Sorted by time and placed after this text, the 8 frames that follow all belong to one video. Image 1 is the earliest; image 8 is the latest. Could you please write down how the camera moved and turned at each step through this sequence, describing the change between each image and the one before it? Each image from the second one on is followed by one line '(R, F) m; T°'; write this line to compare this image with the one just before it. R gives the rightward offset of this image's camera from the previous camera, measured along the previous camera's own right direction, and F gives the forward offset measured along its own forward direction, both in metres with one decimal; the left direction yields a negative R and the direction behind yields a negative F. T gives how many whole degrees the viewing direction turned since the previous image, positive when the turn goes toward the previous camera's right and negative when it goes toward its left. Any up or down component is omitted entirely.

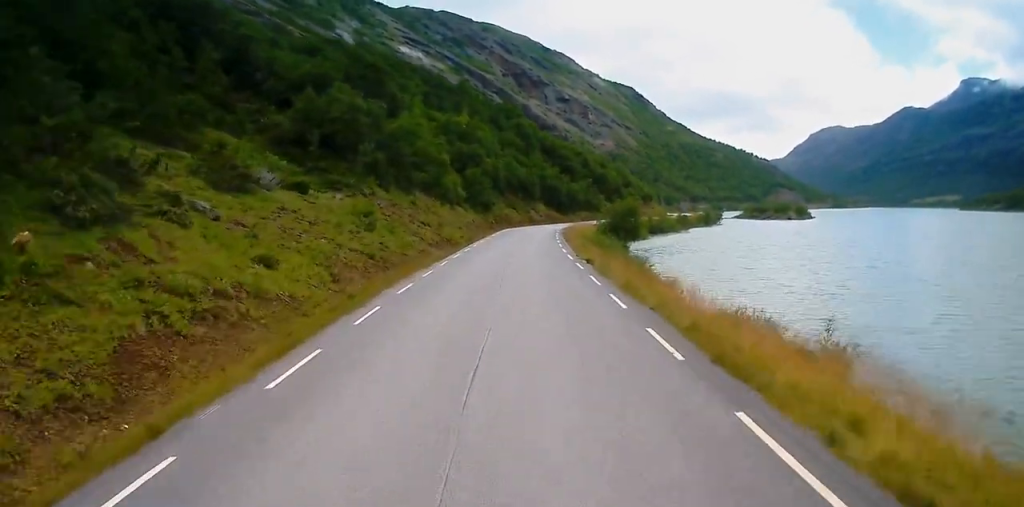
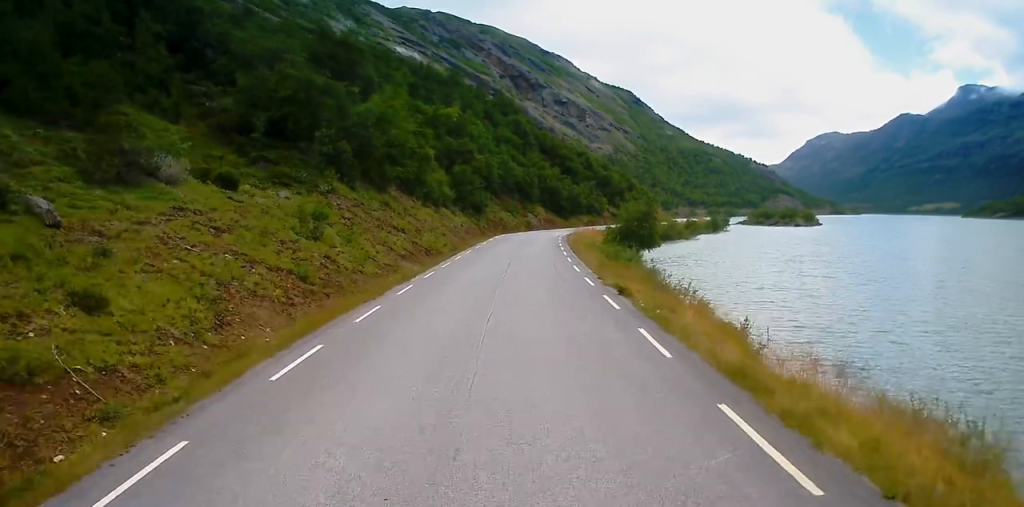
(0.0, +11.5) m; +1°
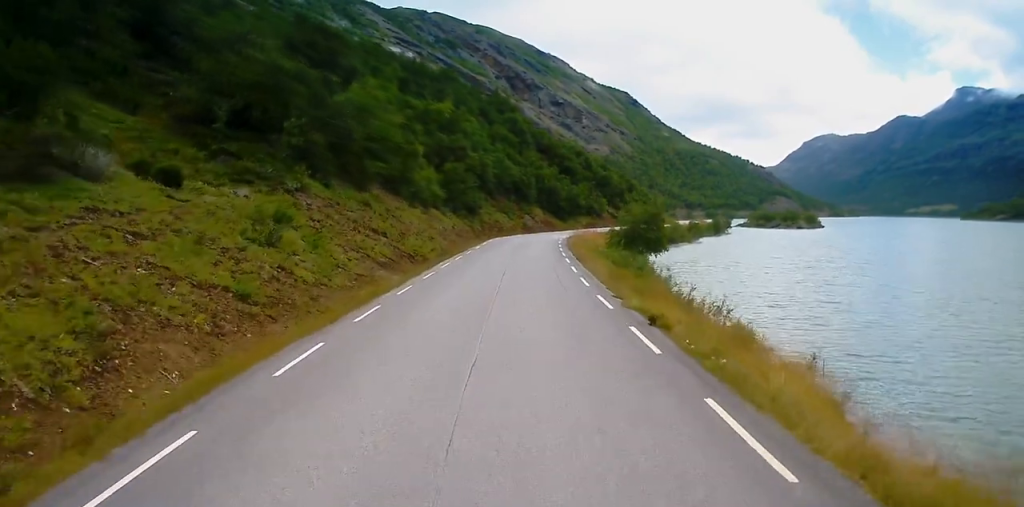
(-0.1, +5.6) m; +1°
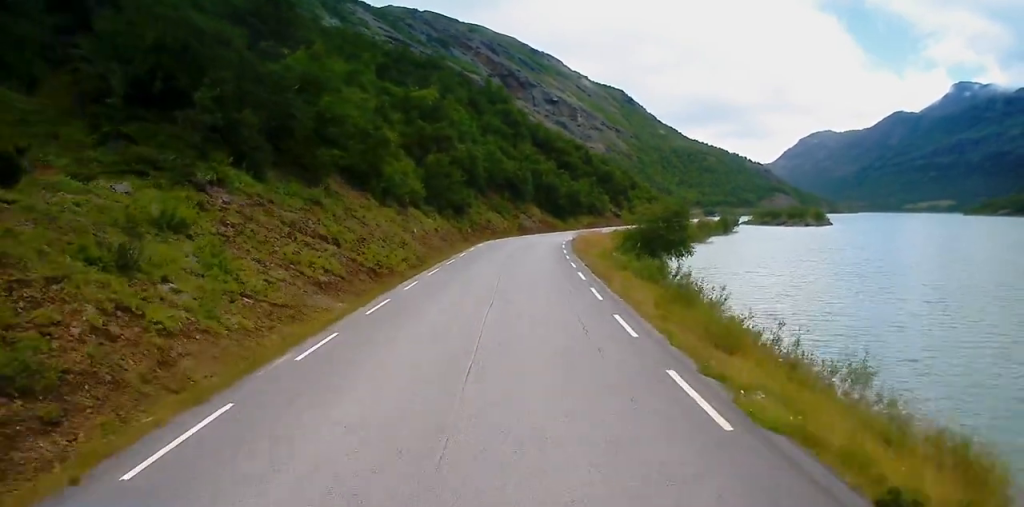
(+0.3, +10.6) m; +1°
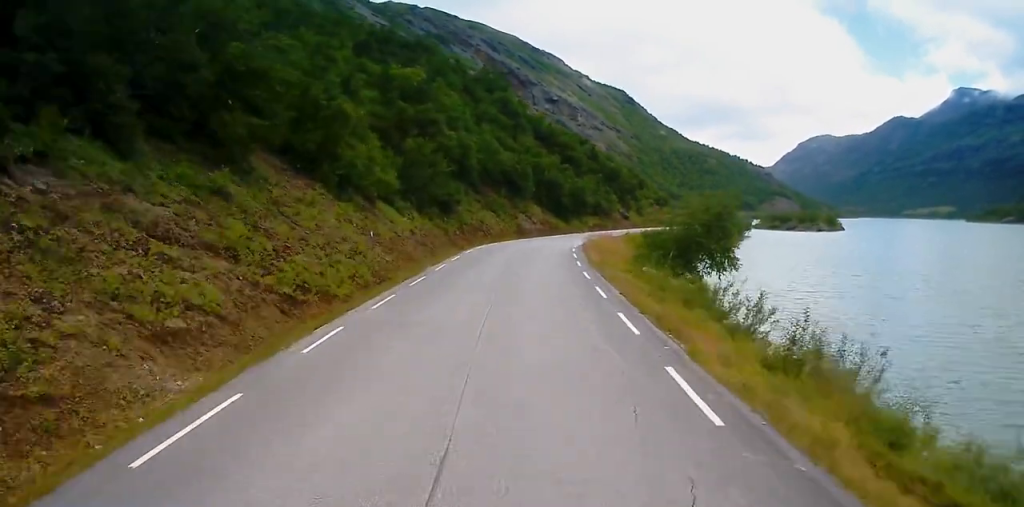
(0.0, +12.0) m; 0°
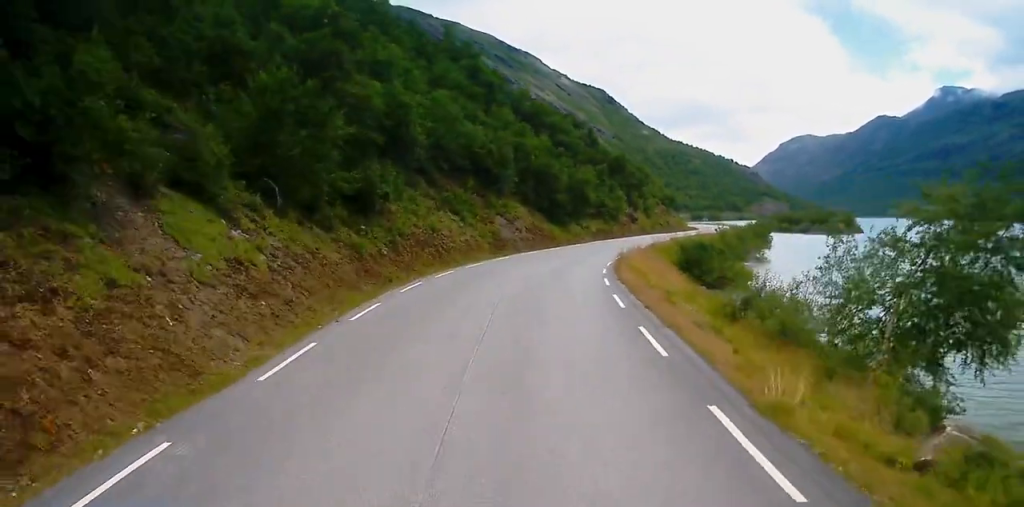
(-0.2, +26.2) m; +1°
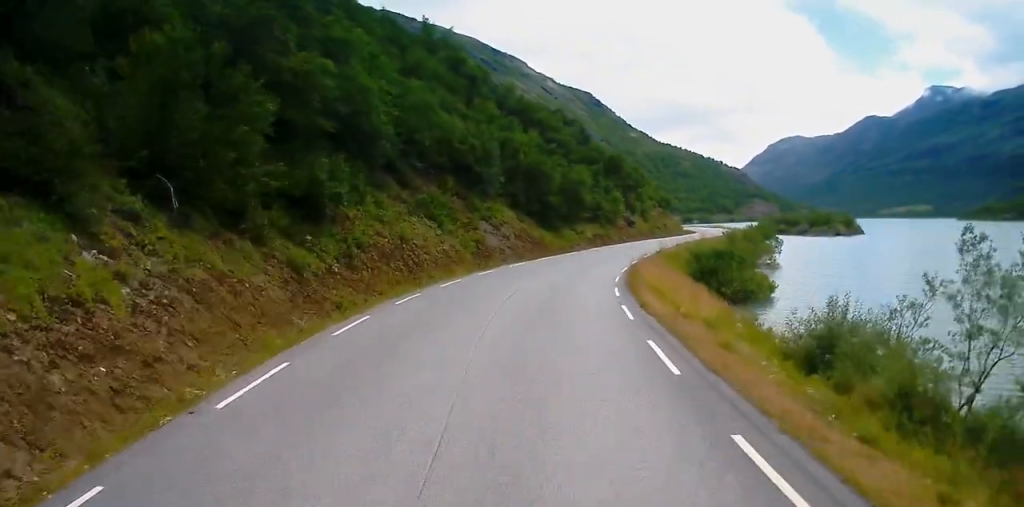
(-0.2, +7.2) m; +1°
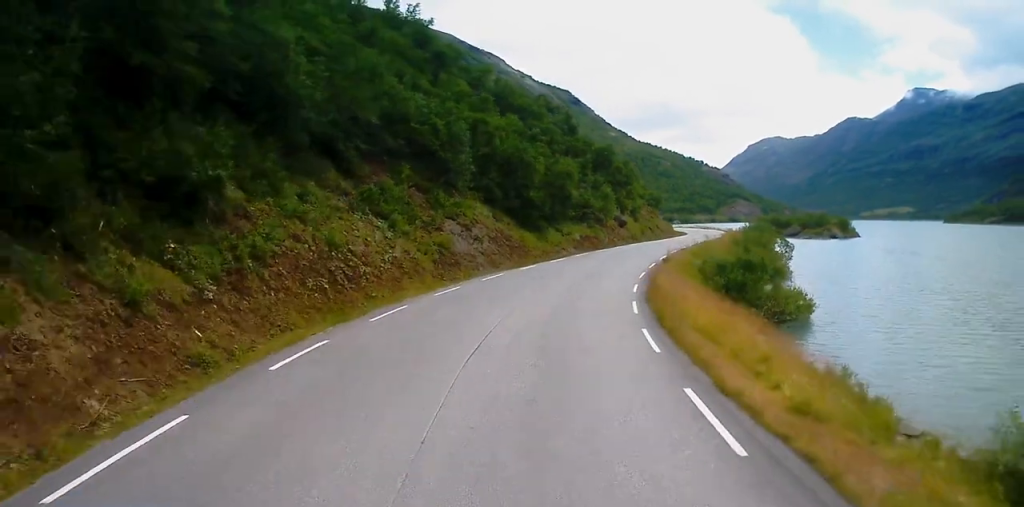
(+0.6, +9.5) m; +4°
